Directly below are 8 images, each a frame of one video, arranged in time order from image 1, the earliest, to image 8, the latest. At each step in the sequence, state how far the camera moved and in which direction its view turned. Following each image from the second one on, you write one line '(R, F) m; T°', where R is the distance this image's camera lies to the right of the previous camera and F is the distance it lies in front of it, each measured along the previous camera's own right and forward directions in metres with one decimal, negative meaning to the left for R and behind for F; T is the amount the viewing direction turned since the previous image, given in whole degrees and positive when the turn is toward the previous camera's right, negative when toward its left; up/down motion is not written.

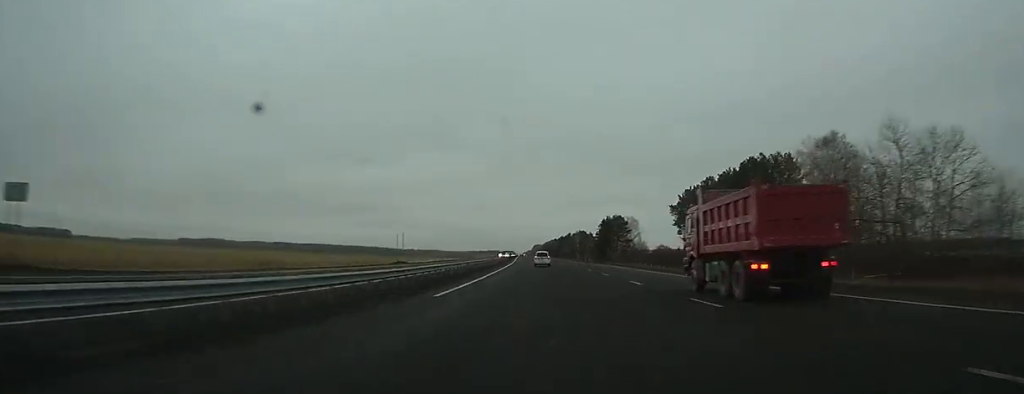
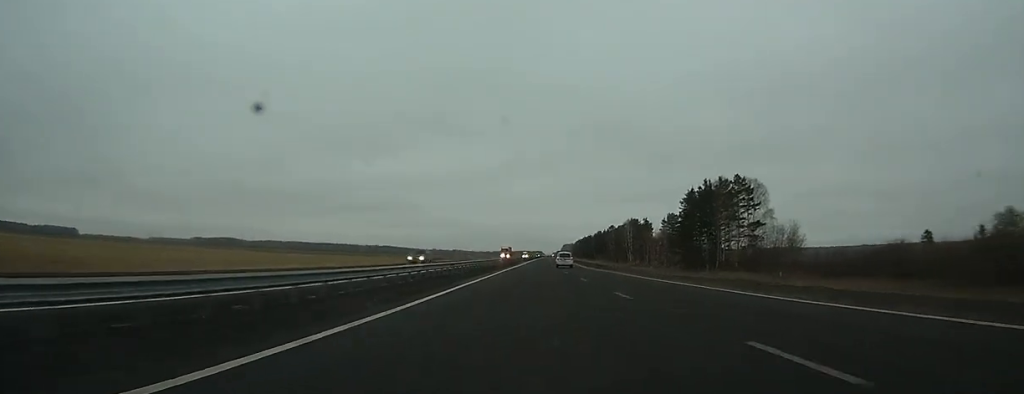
(-2.6, +101.0) m; -3°
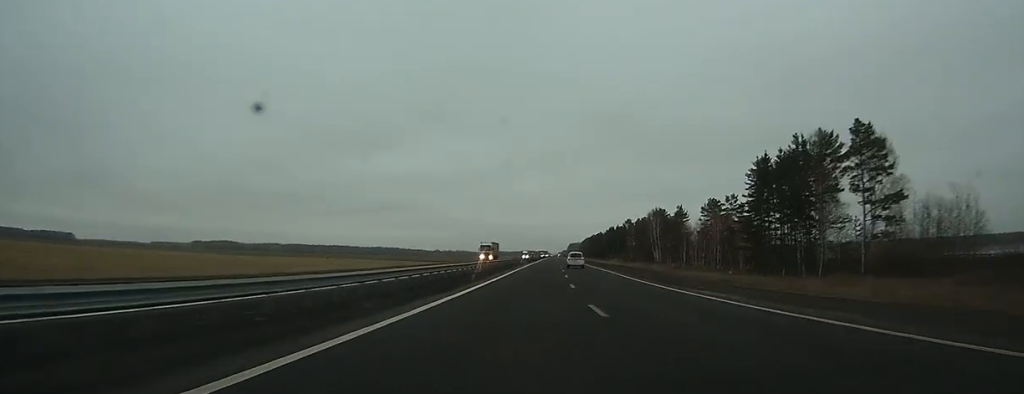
(-0.1, +42.3) m; -1°
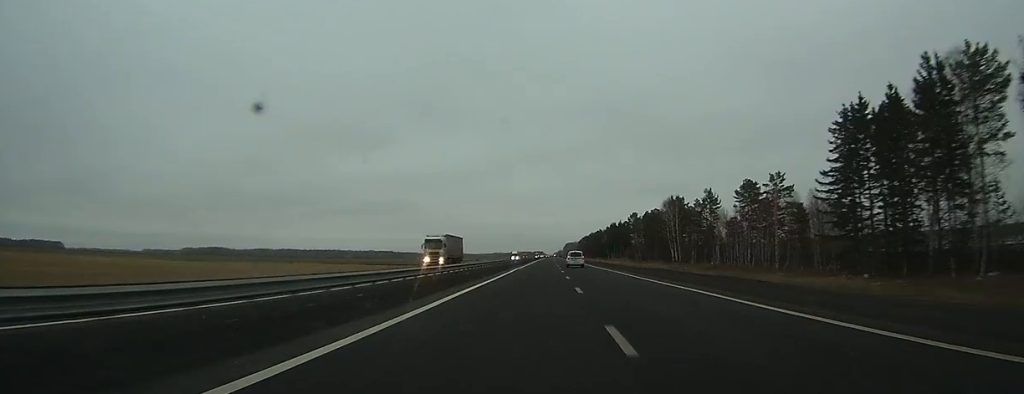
(-0.3, +30.8) m; 0°
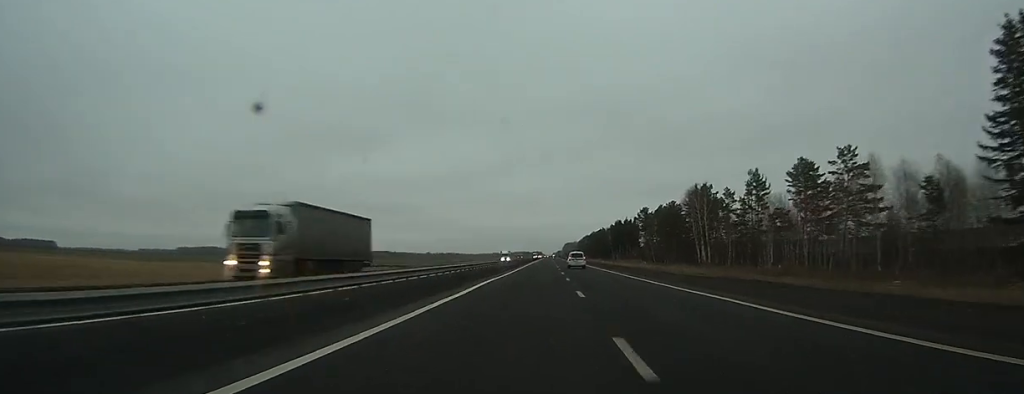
(-0.1, +26.7) m; 0°
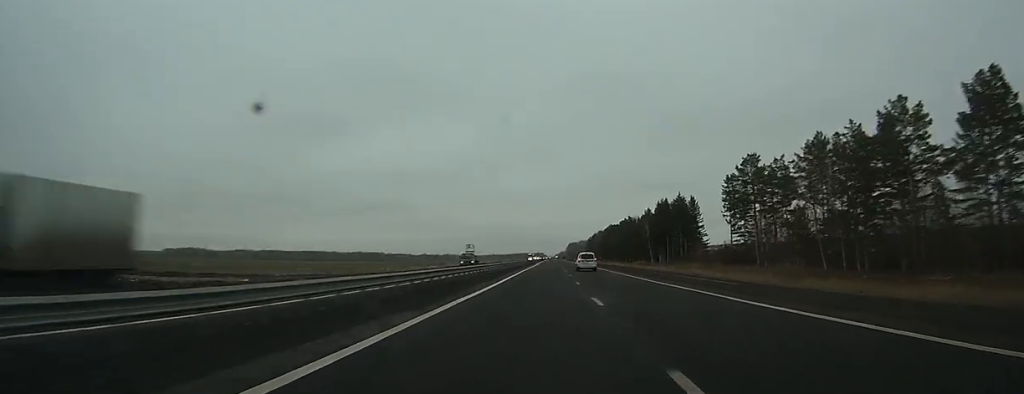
(0.0, +101.0) m; 0°
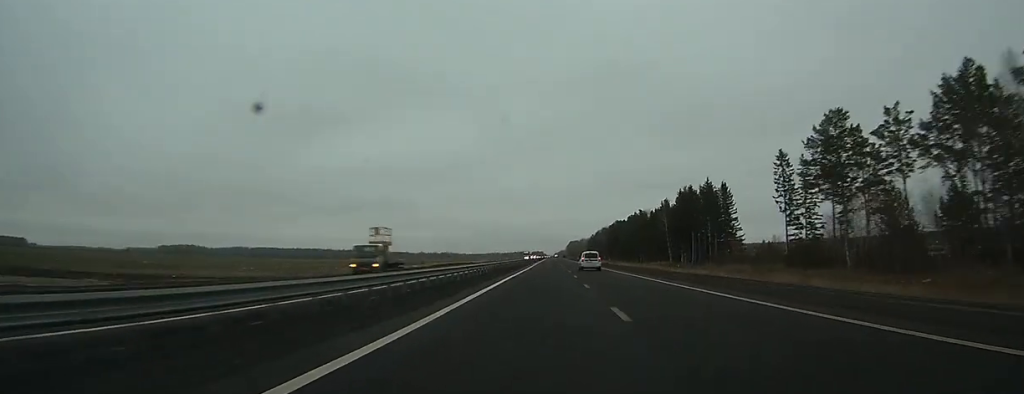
(0.0, +28.0) m; 0°
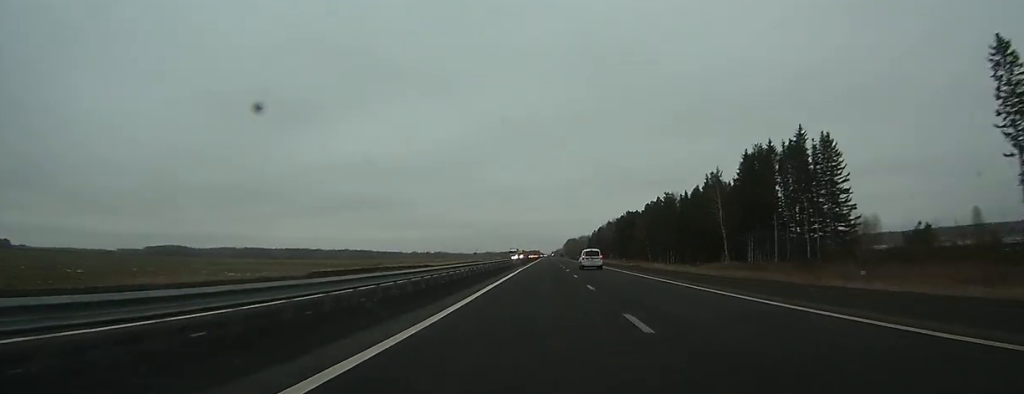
(+0.1, +49.7) m; 0°
